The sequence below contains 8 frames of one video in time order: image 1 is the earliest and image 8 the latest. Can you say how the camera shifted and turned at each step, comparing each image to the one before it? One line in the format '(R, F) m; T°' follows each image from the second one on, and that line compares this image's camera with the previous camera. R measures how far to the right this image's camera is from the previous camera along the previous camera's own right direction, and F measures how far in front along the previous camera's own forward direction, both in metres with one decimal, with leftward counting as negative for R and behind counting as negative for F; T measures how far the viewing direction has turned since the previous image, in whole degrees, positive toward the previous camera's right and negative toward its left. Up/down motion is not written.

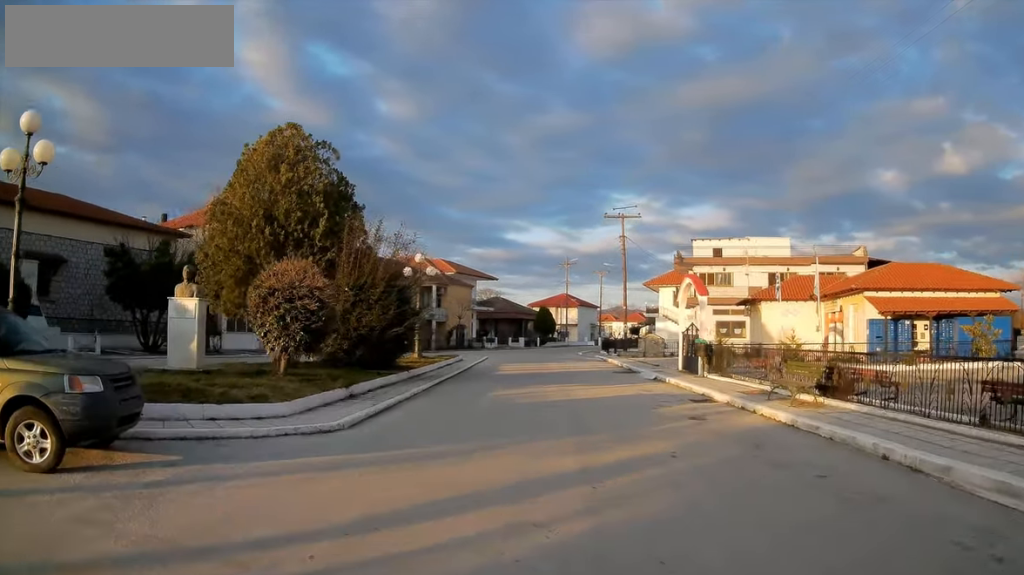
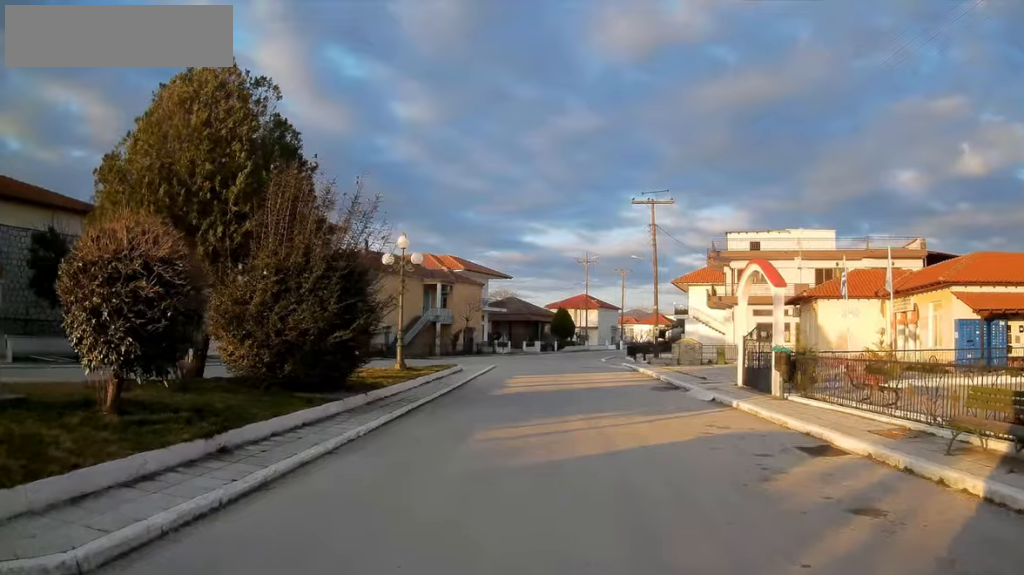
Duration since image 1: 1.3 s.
(+0.4, +6.1) m; -2°
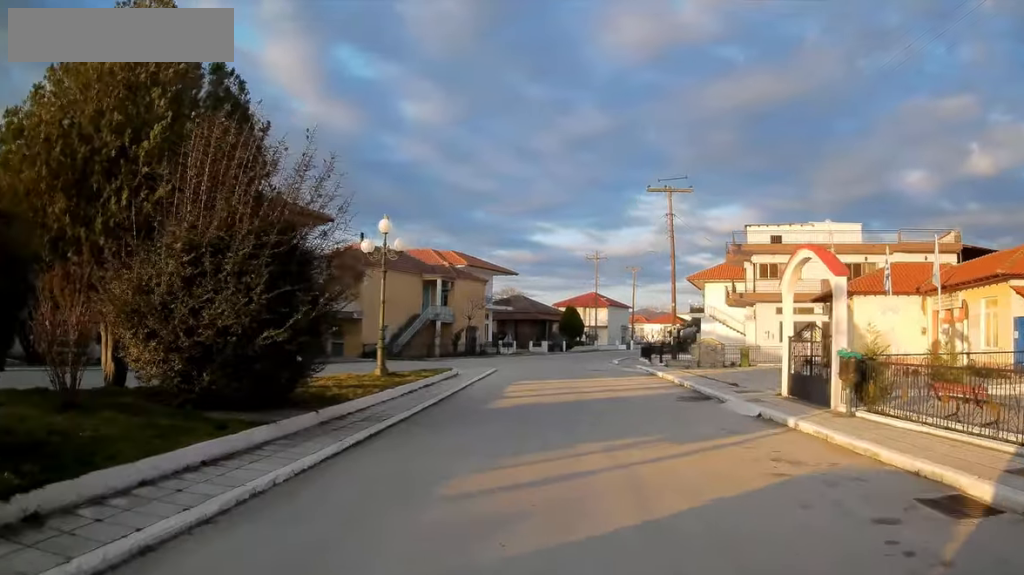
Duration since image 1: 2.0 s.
(-0.2, +3.4) m; -5°
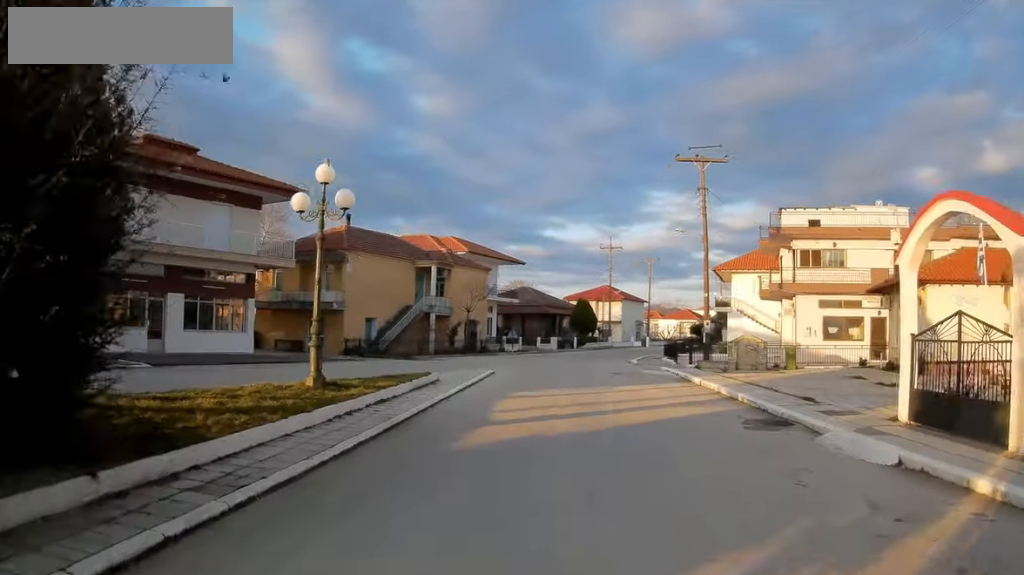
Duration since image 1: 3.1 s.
(-0.4, +5.9) m; 0°
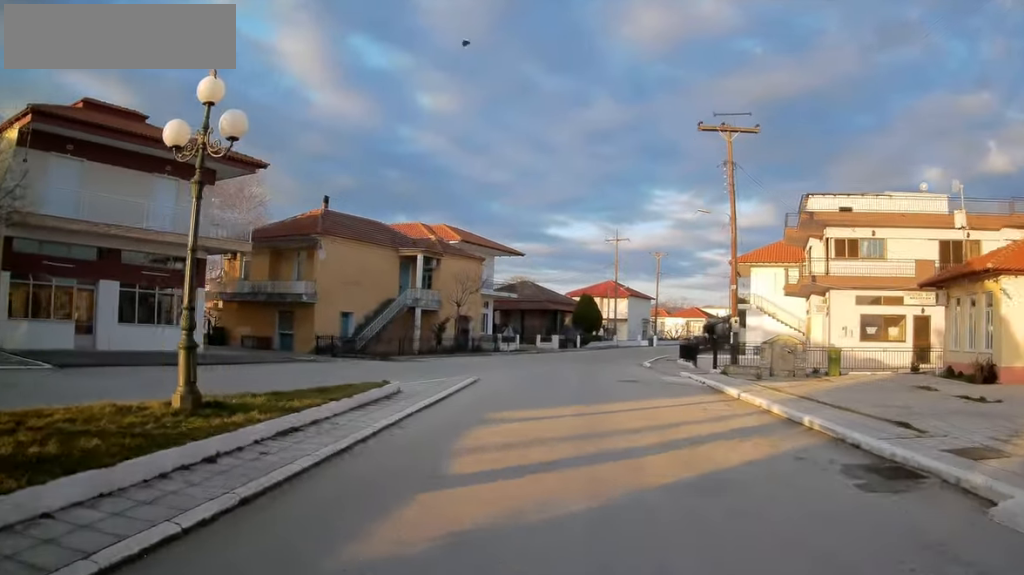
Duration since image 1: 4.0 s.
(+0.2, +4.9) m; +3°
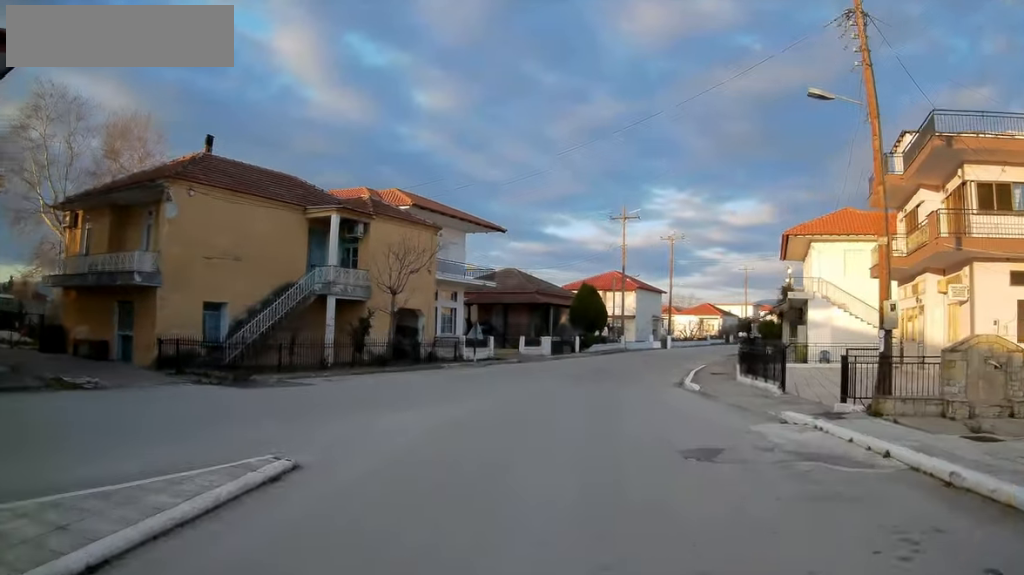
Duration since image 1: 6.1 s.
(-0.1, +12.7) m; 0°
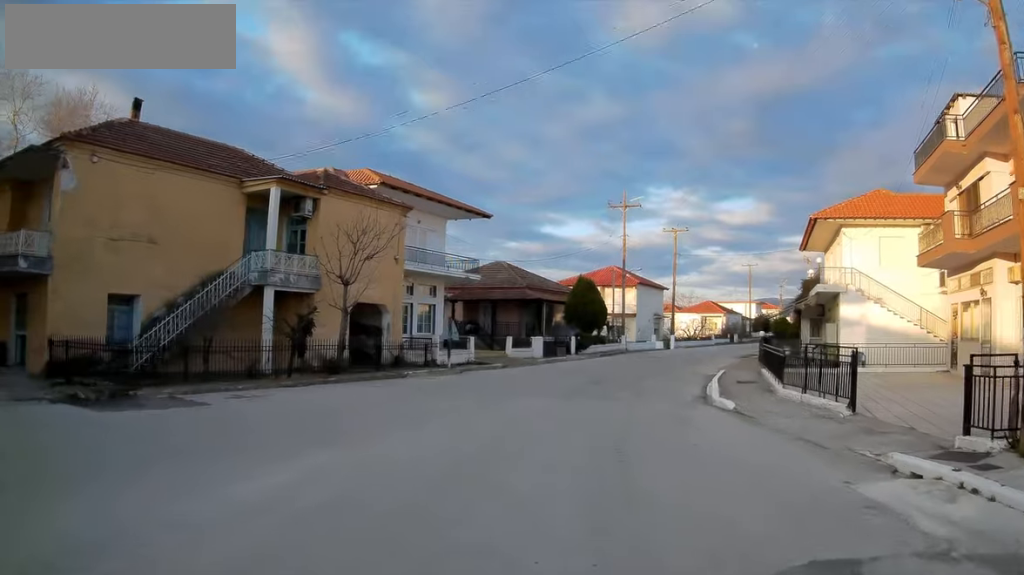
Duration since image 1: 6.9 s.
(+0.1, +4.7) m; 0°
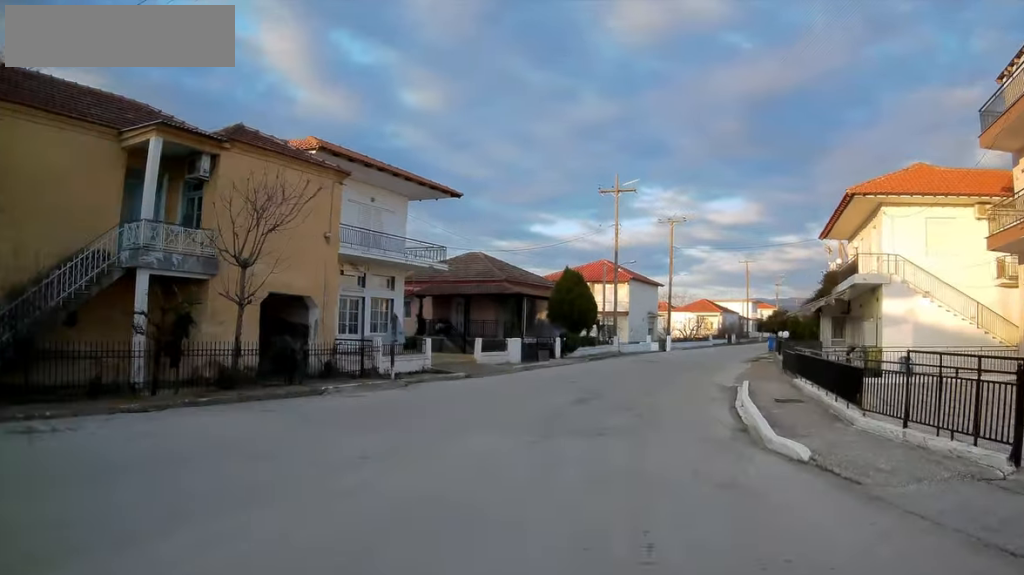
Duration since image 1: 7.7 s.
(0.0, +5.7) m; -1°
